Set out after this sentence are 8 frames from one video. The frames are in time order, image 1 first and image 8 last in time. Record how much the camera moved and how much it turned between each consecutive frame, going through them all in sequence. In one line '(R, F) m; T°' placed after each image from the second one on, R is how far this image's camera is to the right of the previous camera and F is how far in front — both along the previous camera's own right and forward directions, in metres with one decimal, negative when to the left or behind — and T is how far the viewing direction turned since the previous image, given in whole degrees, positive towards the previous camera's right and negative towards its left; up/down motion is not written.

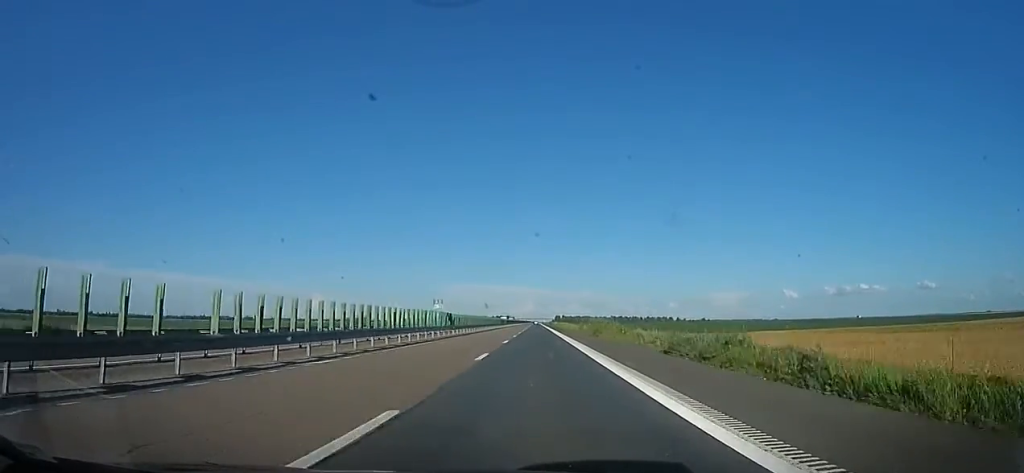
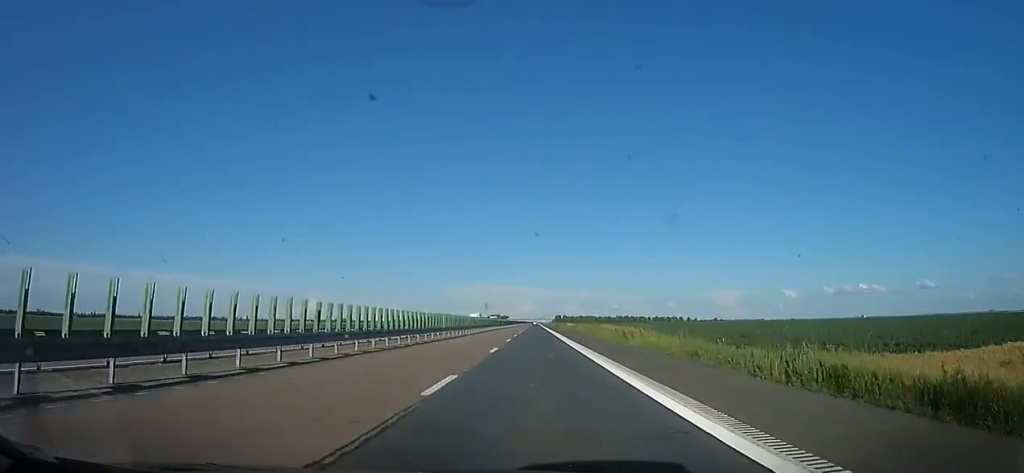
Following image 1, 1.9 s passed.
(+0.2, +67.4) m; 0°
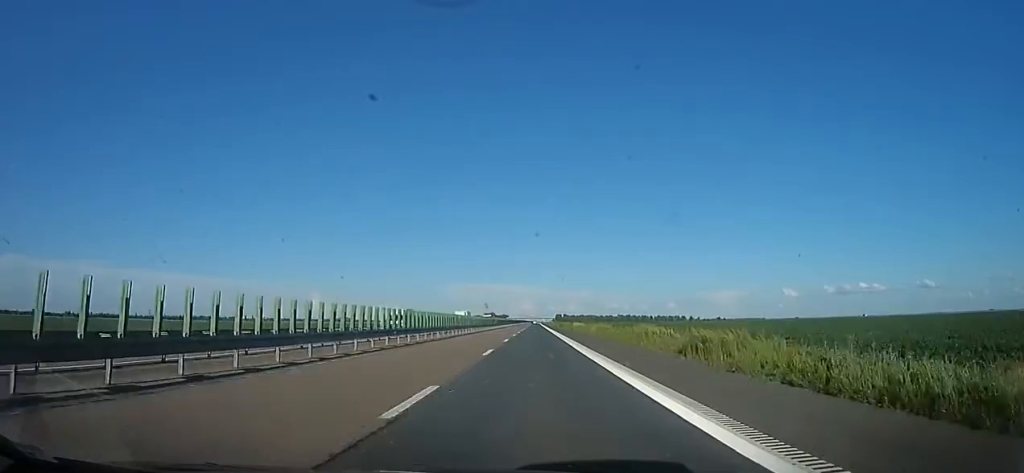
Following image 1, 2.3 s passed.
(+0.5, +14.0) m; 0°
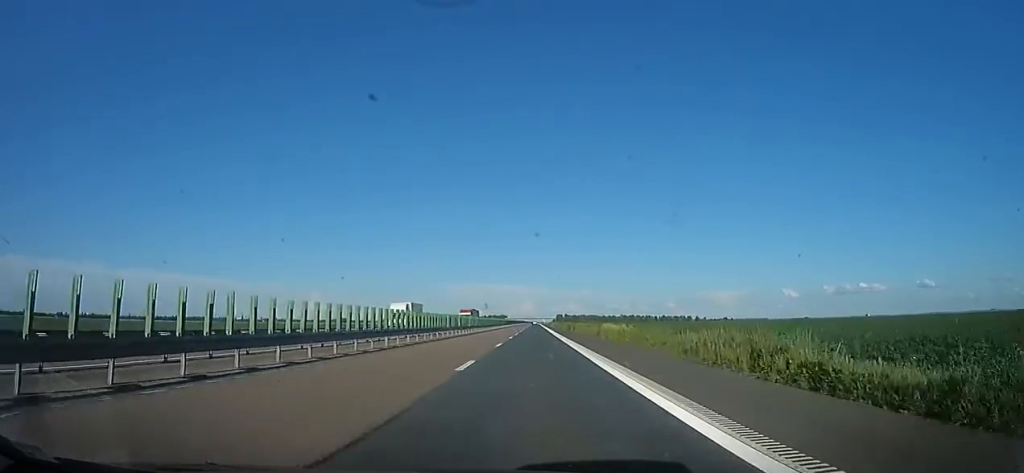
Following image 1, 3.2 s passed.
(+0.2, +29.8) m; 0°
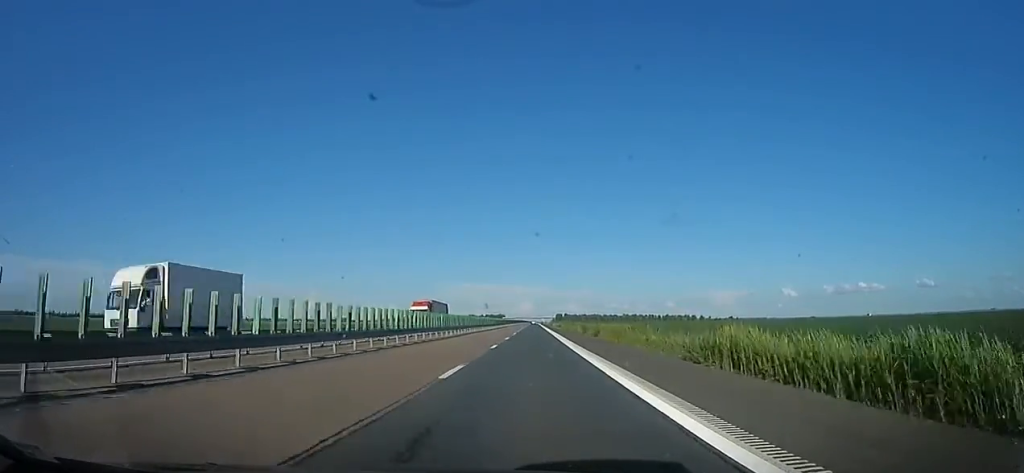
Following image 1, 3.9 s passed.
(-0.9, +25.8) m; 0°
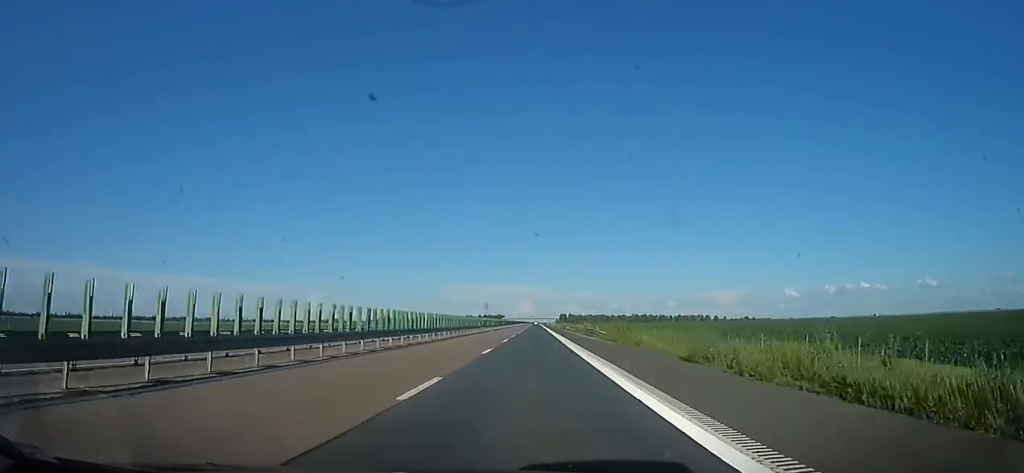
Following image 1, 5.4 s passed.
(+0.8, +50.8) m; 0°
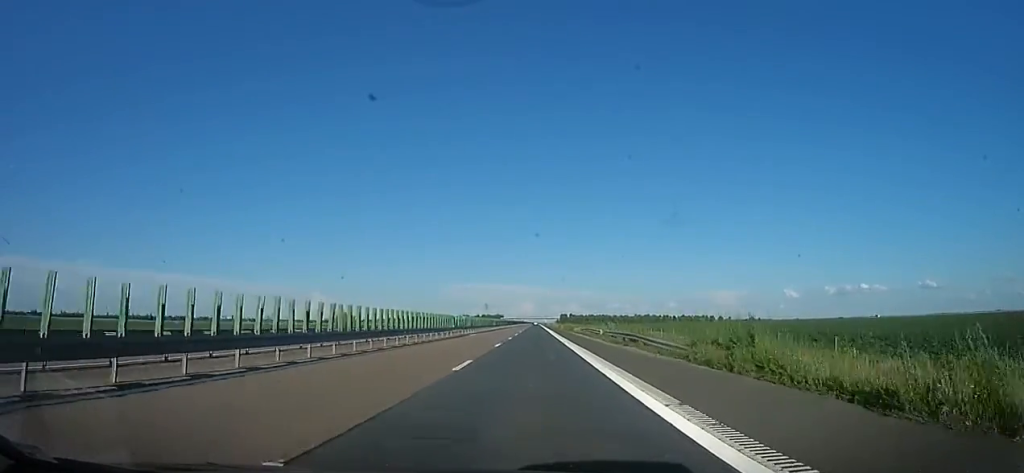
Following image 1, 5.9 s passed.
(-0.5, +18.7) m; 0°
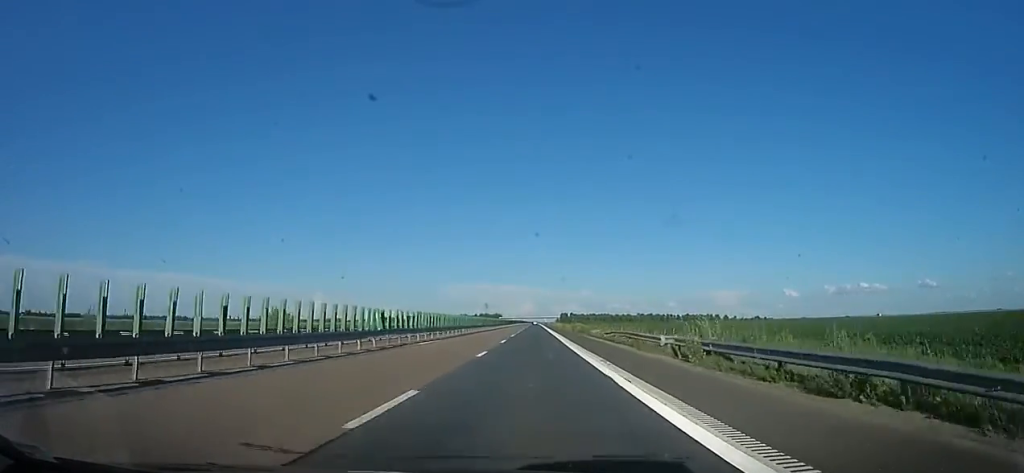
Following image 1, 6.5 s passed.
(+0.7, +19.4) m; +1°
